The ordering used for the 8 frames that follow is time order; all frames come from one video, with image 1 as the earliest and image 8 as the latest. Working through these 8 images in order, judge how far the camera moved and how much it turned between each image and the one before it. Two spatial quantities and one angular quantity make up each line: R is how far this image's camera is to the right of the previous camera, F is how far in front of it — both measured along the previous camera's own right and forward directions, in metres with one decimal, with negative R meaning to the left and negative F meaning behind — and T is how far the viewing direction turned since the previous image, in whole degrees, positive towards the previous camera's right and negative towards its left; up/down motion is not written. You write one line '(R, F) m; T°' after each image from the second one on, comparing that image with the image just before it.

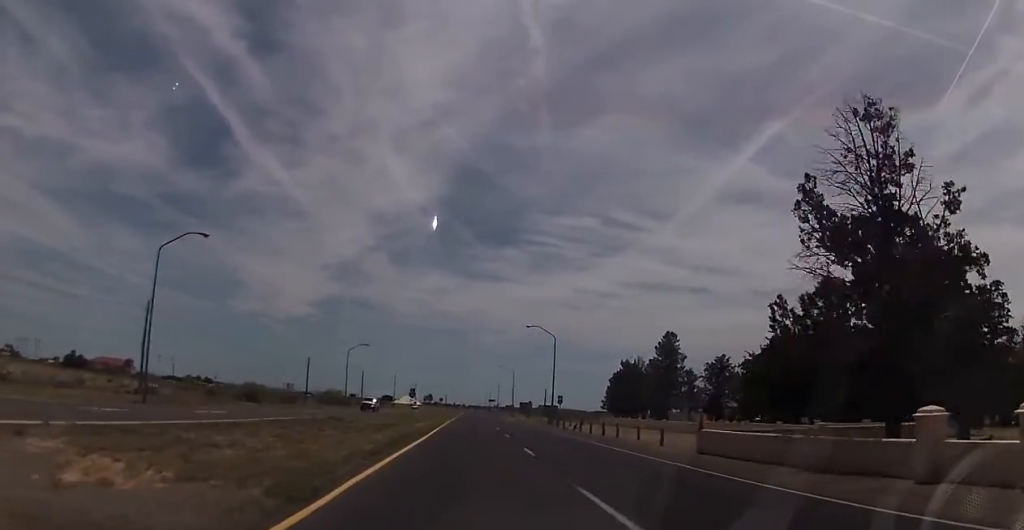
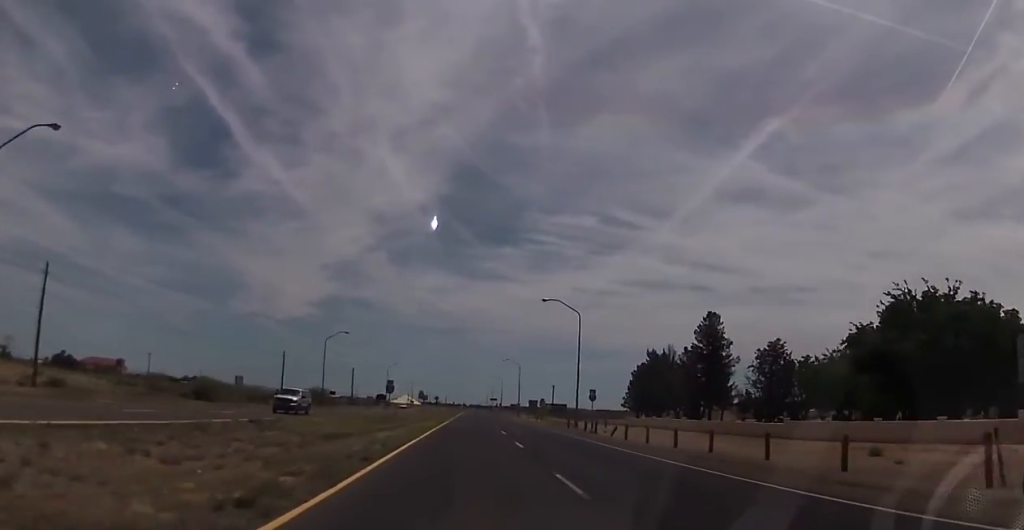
(+0.4, +20.7) m; +1°
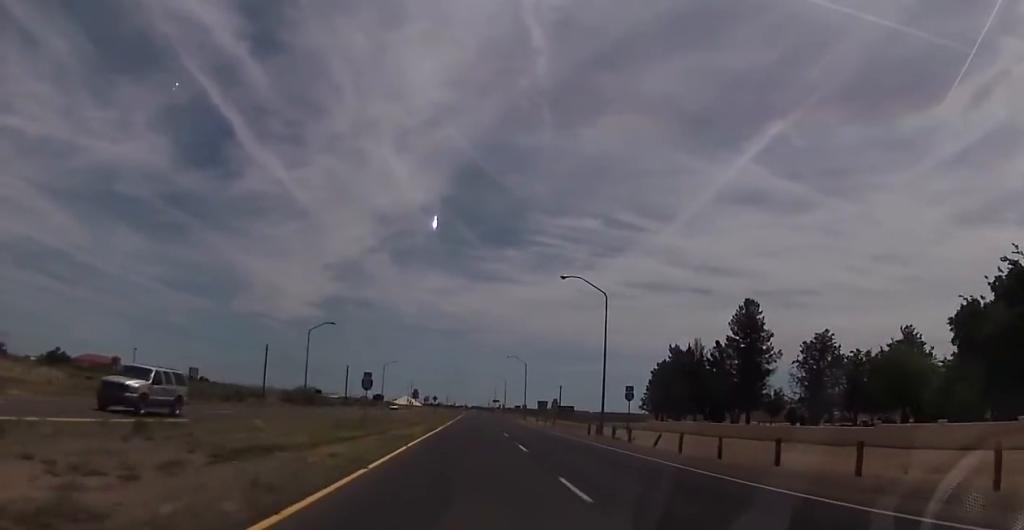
(-0.1, +12.8) m; -1°
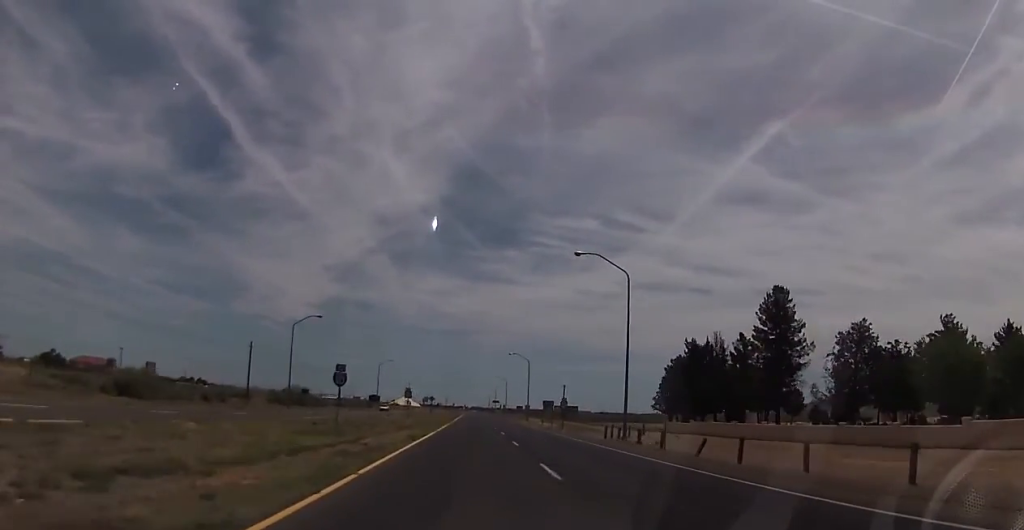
(-0.1, +8.5) m; -1°
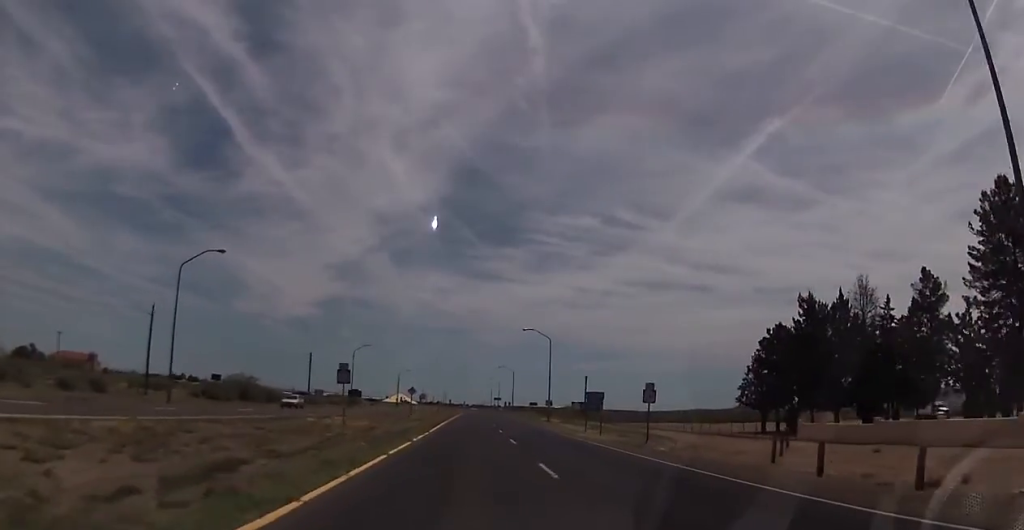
(-0.1, +36.8) m; 0°
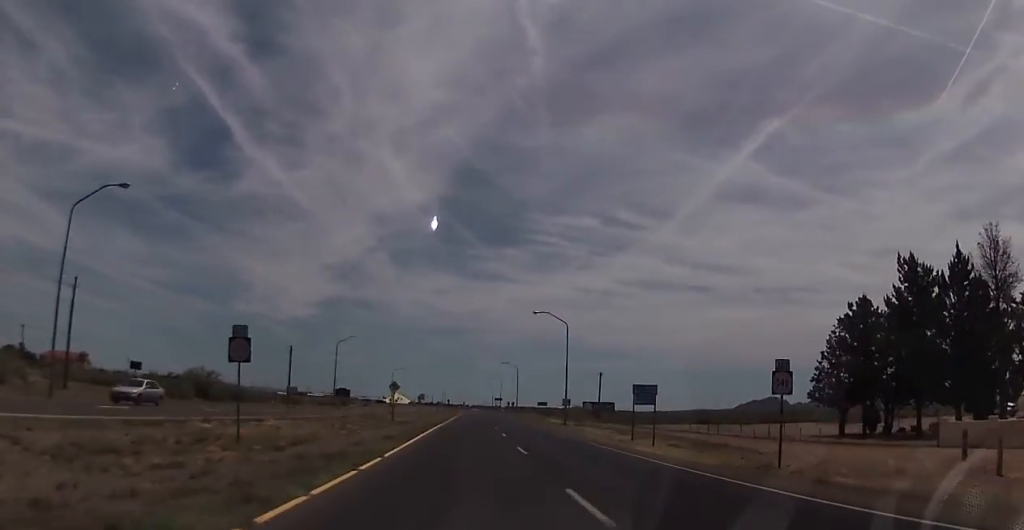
(0.0, +17.1) m; 0°
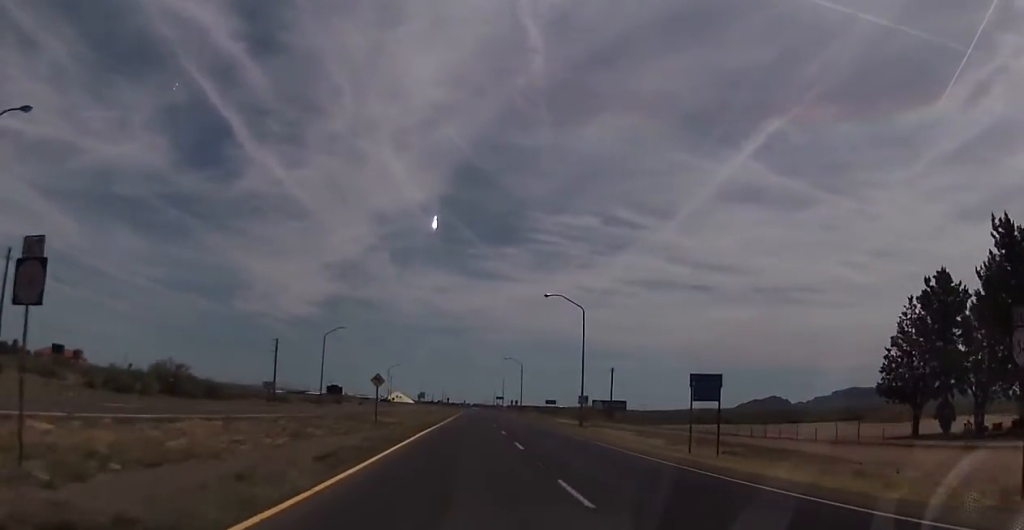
(0.0, +11.0) m; 0°
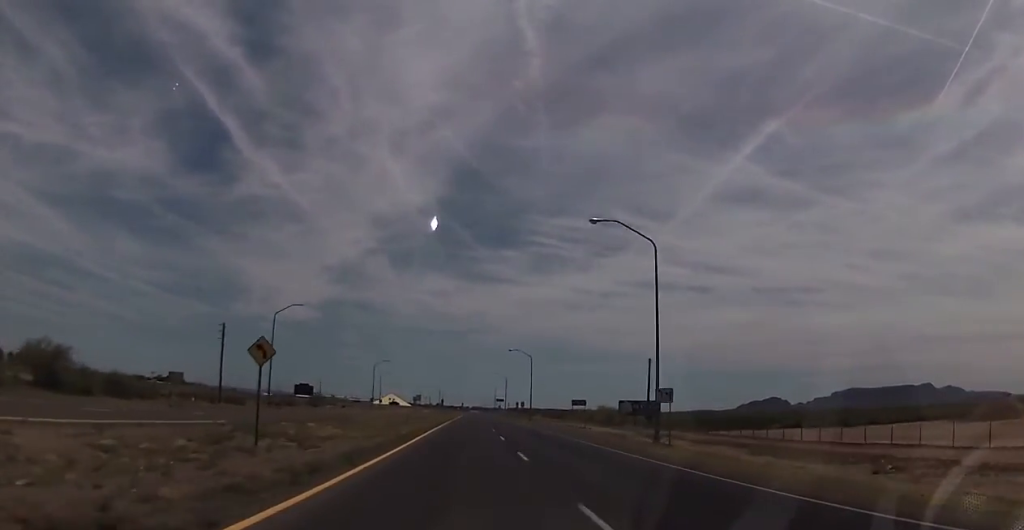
(0.0, +27.5) m; 0°
